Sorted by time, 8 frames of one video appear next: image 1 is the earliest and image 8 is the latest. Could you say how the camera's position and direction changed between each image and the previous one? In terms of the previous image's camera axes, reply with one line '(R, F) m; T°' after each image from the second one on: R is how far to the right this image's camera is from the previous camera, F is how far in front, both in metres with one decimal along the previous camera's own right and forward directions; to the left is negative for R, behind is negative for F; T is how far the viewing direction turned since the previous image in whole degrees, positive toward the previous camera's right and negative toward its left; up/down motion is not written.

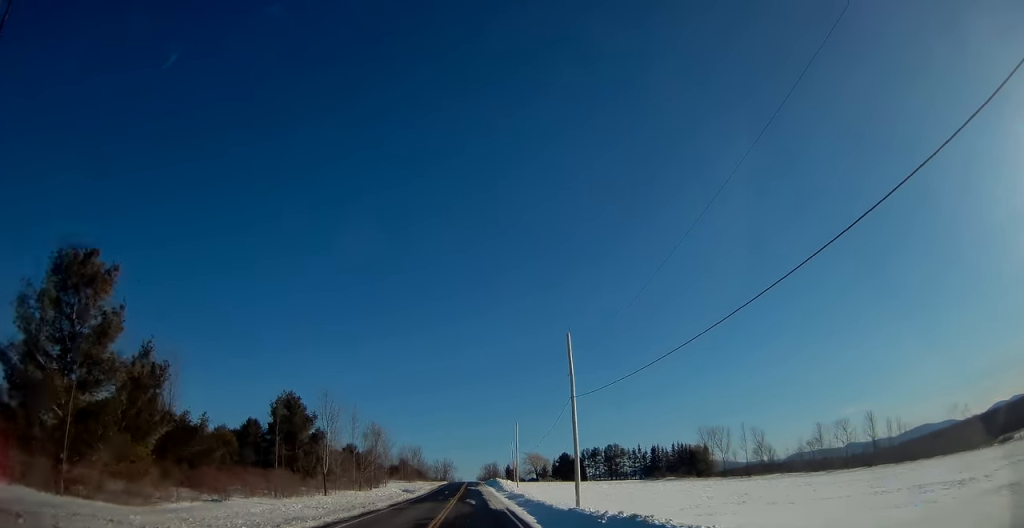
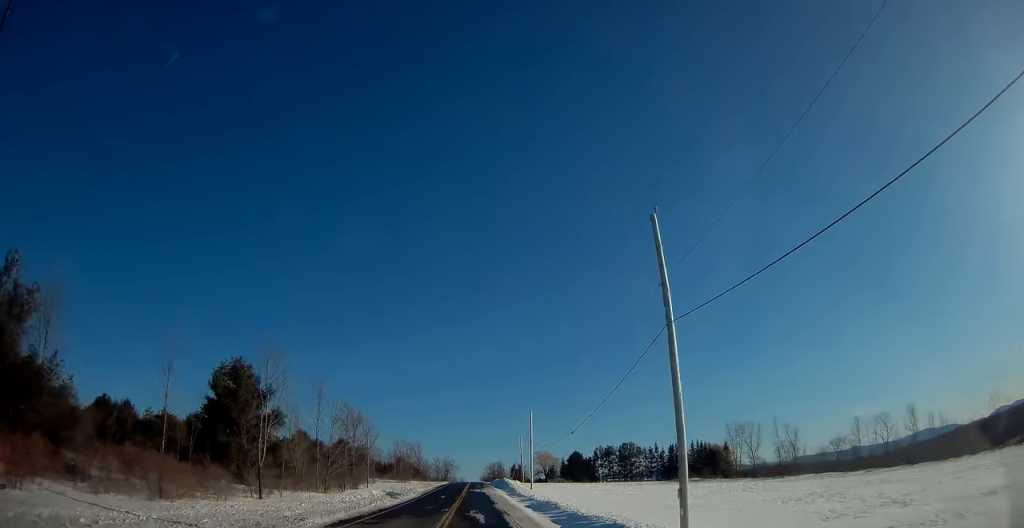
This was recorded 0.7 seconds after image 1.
(0.0, +16.9) m; 0°
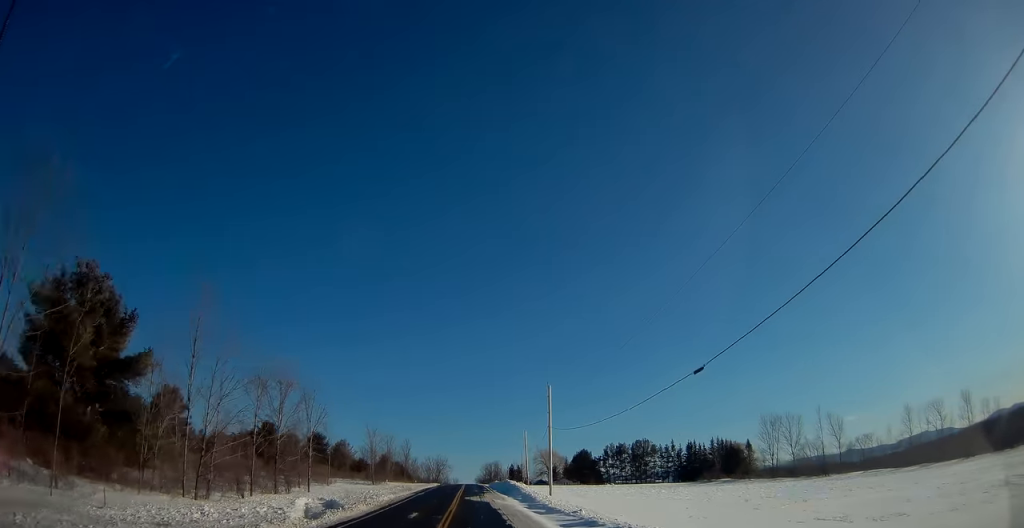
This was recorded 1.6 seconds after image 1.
(0.0, +22.4) m; 0°
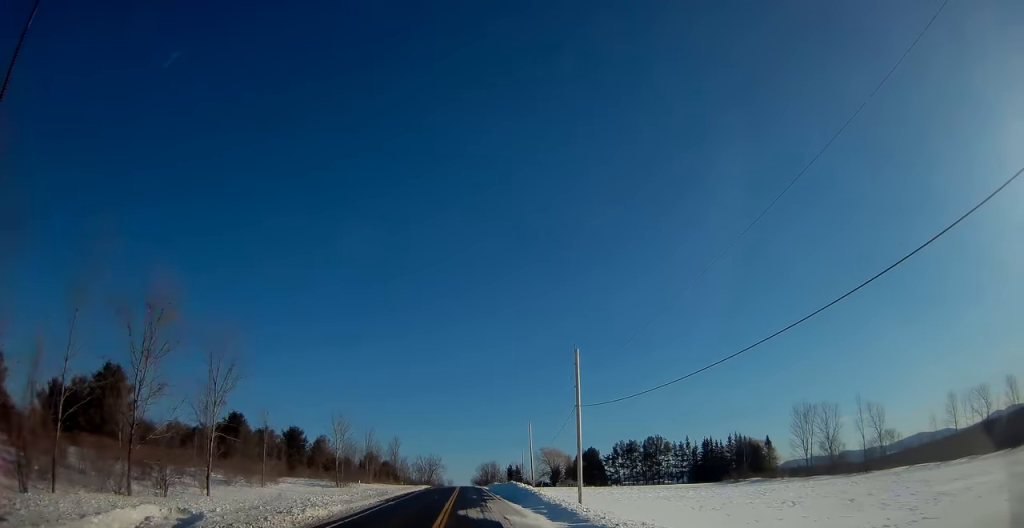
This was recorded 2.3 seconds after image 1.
(0.0, +16.7) m; 0°
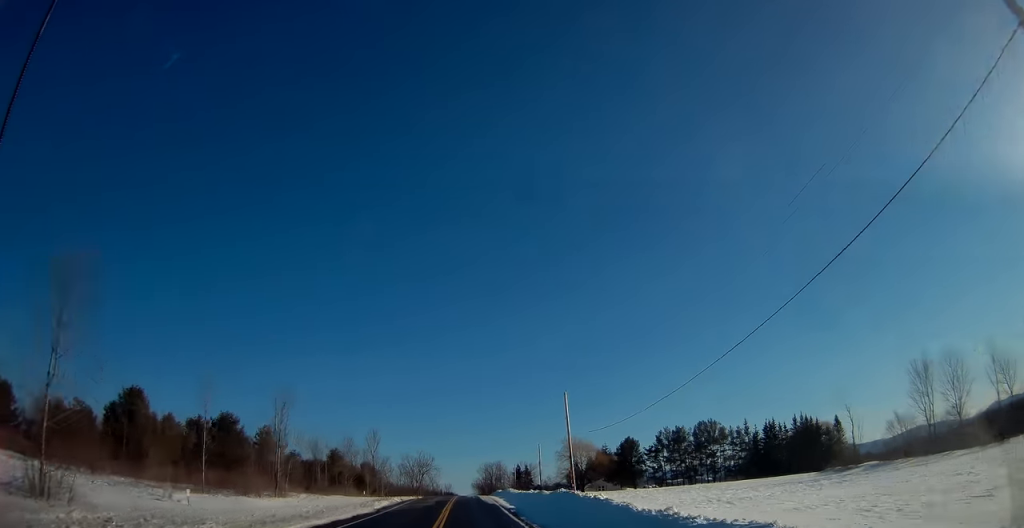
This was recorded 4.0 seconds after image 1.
(+0.2, +38.2) m; 0°
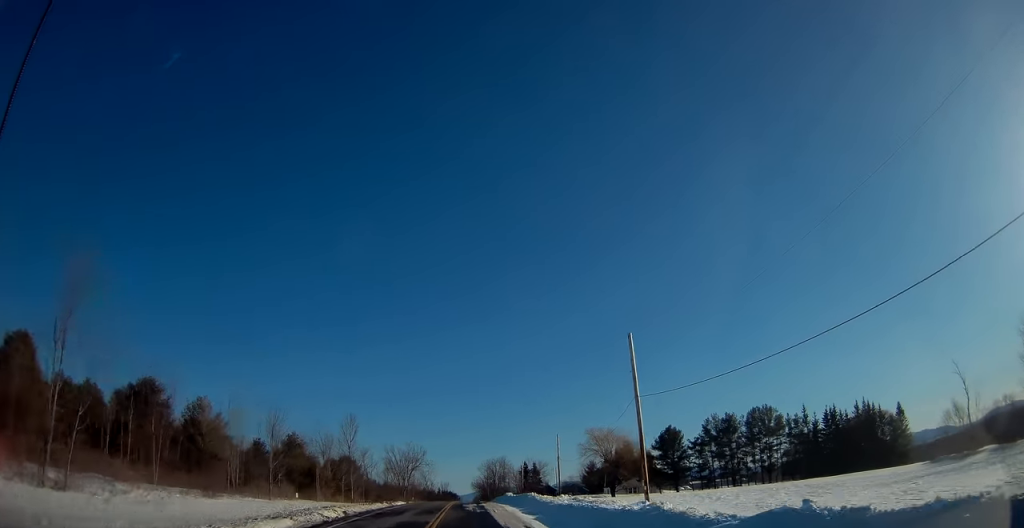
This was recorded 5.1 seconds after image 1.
(-0.3, +25.8) m; 0°
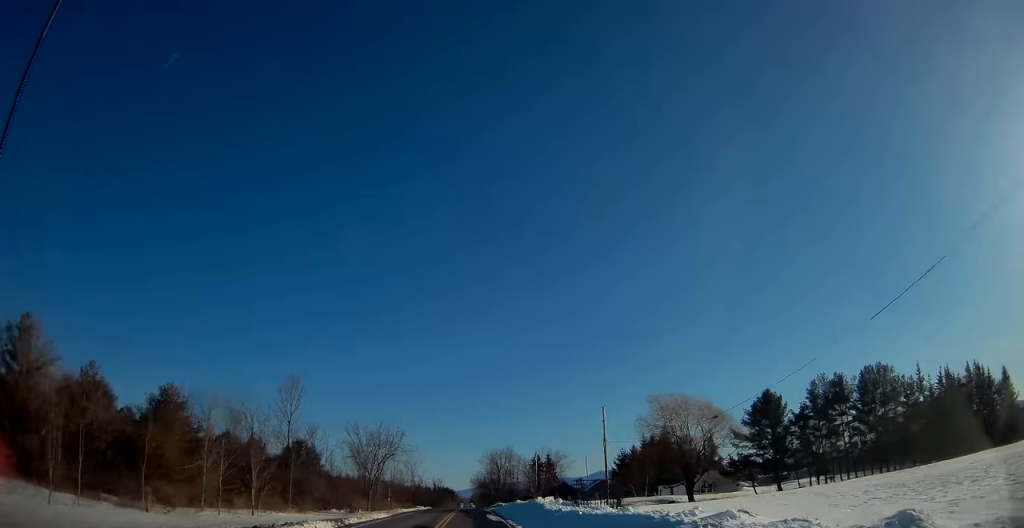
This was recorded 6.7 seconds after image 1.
(+0.5, +34.9) m; +1°
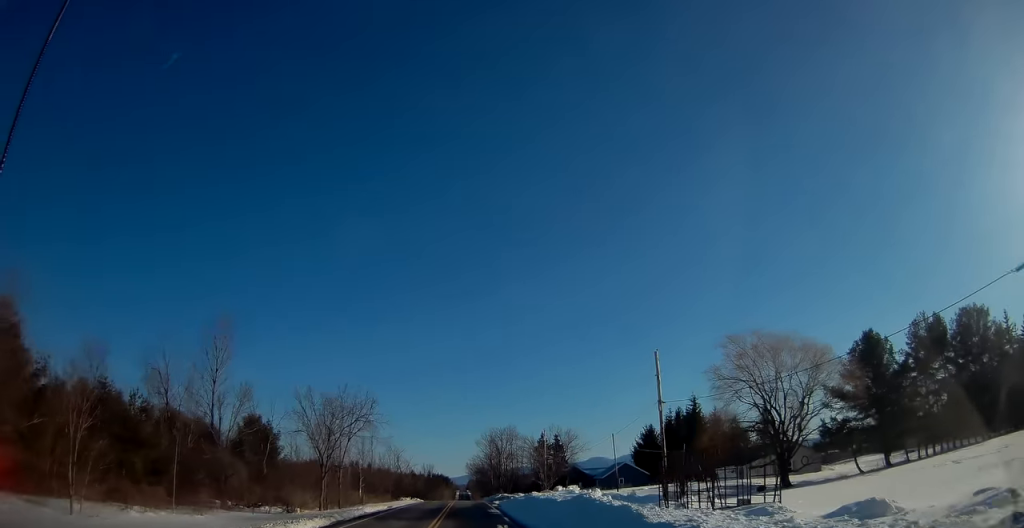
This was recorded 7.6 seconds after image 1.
(-0.1, +20.6) m; 0°
